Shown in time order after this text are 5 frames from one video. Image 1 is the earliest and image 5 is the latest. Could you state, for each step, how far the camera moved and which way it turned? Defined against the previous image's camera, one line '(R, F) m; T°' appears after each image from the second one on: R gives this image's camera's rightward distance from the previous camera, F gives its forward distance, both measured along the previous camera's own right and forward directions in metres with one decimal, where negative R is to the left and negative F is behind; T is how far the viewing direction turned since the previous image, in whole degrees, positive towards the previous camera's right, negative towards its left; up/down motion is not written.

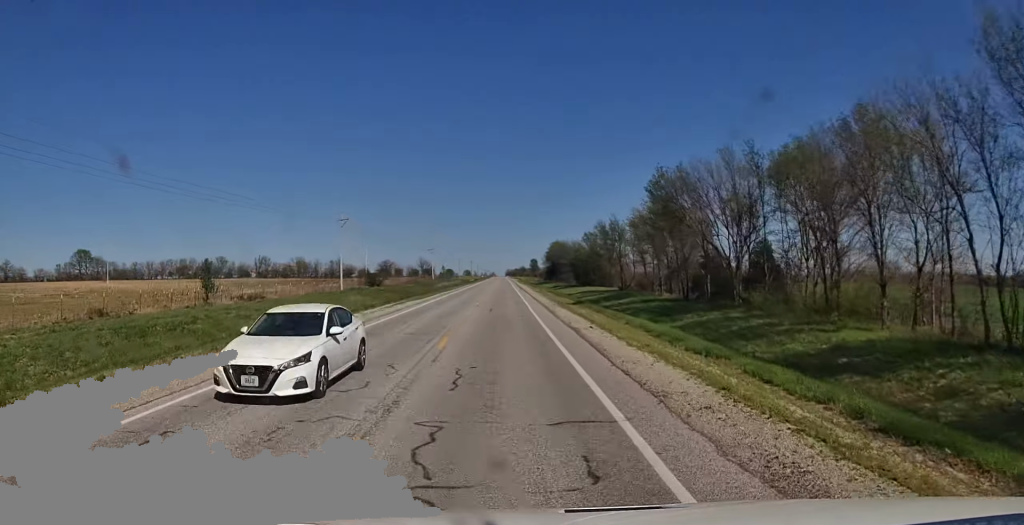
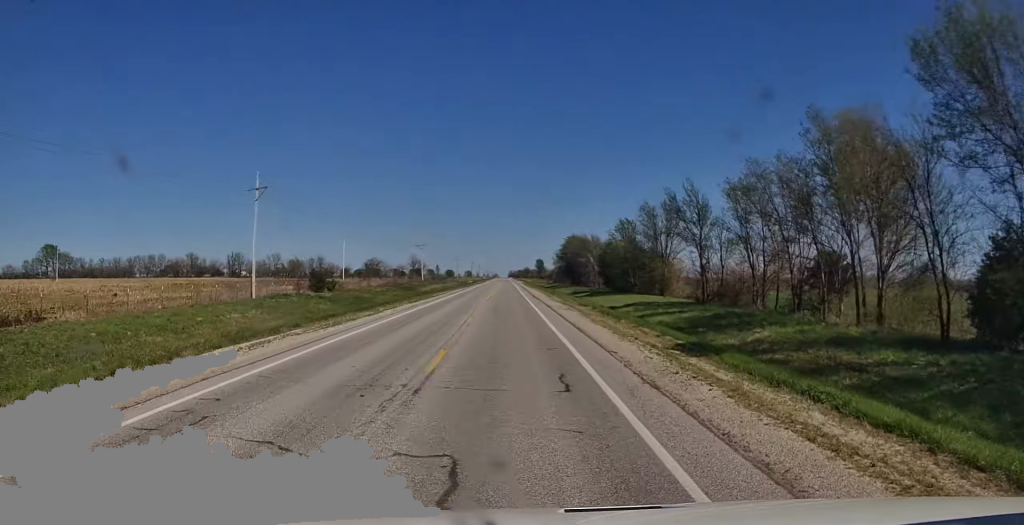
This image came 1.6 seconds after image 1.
(0.0, +26.3) m; 0°
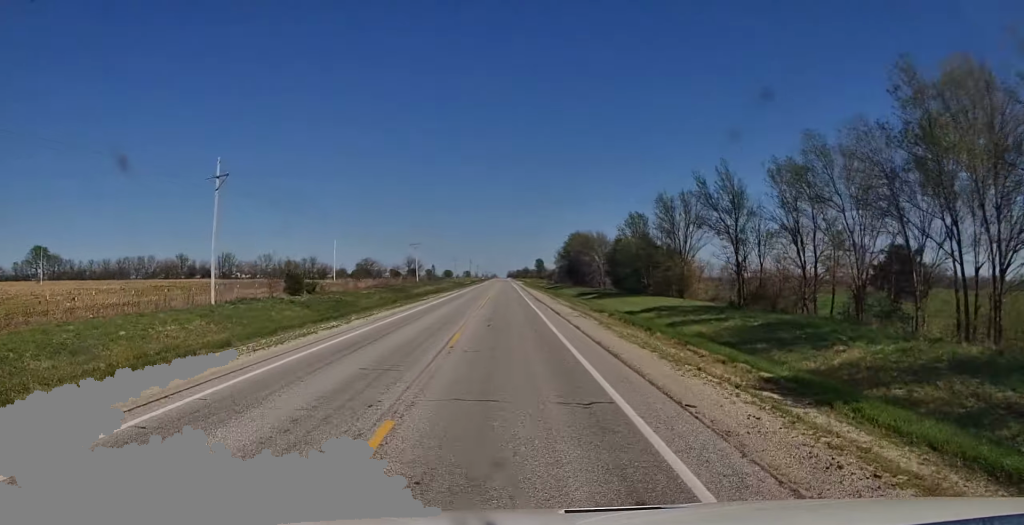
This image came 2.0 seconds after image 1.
(0.0, +6.8) m; 0°
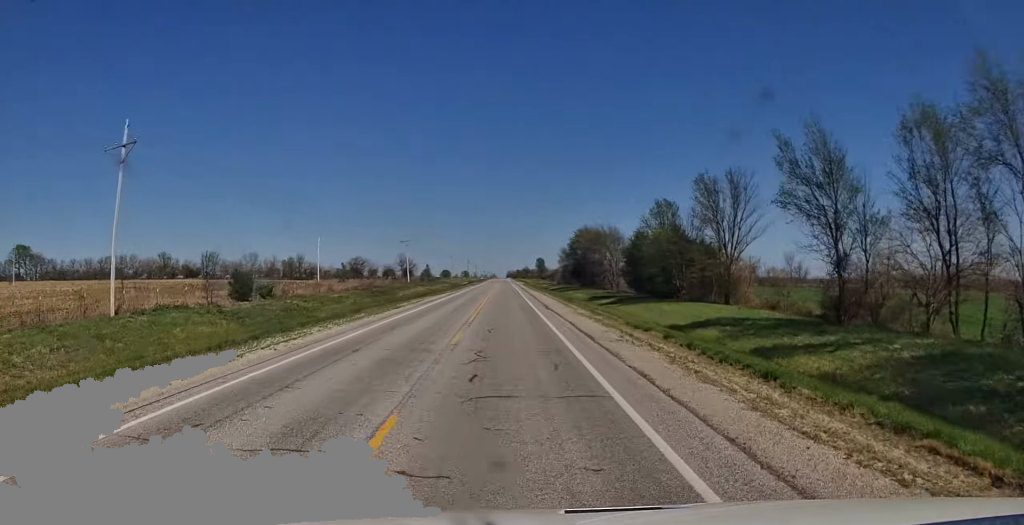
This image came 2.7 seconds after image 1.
(0.0, +11.5) m; +1°
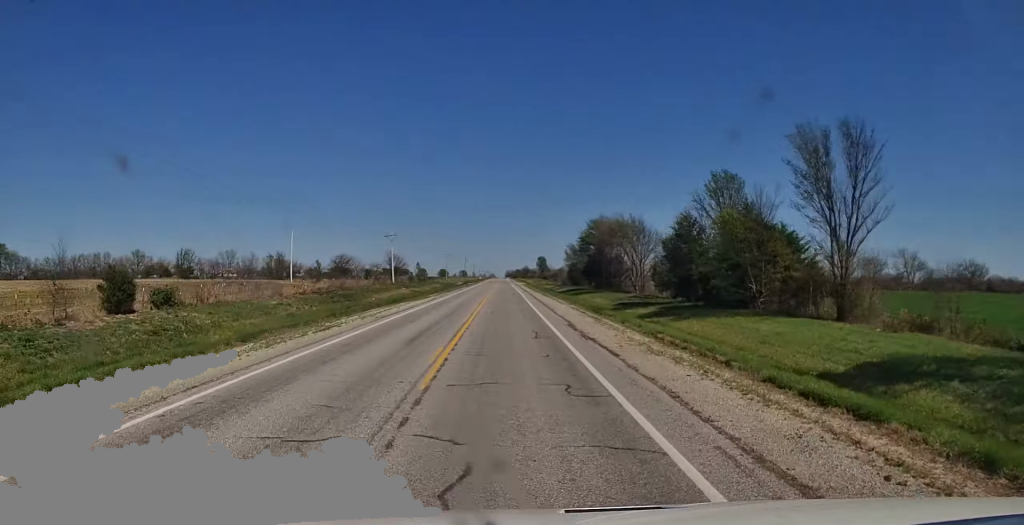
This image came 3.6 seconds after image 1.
(+0.2, +15.8) m; 0°
